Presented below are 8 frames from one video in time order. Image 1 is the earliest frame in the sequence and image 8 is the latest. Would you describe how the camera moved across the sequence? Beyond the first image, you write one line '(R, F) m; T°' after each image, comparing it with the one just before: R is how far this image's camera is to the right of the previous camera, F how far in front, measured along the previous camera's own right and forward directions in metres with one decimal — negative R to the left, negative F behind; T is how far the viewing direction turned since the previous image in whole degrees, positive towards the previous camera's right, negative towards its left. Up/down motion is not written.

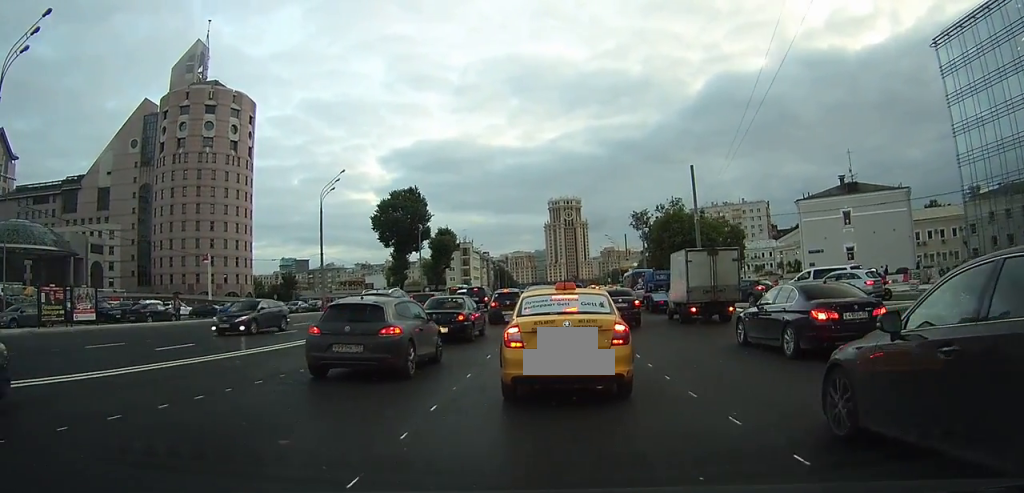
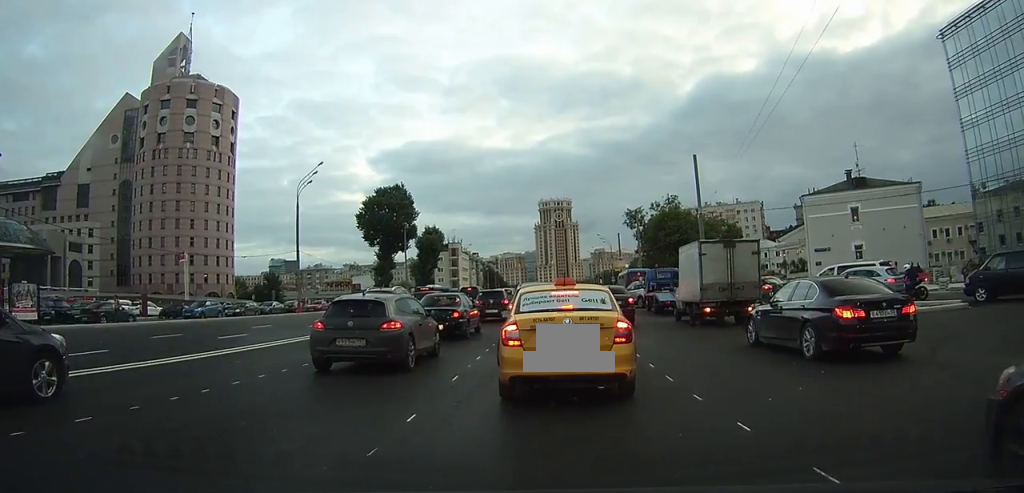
(-0.1, +3.9) m; -1°
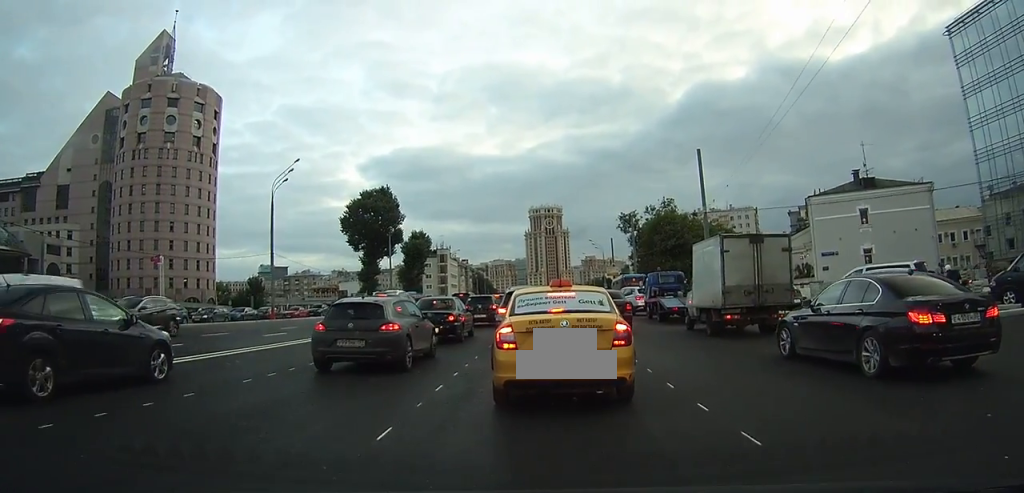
(0.0, +4.3) m; +3°
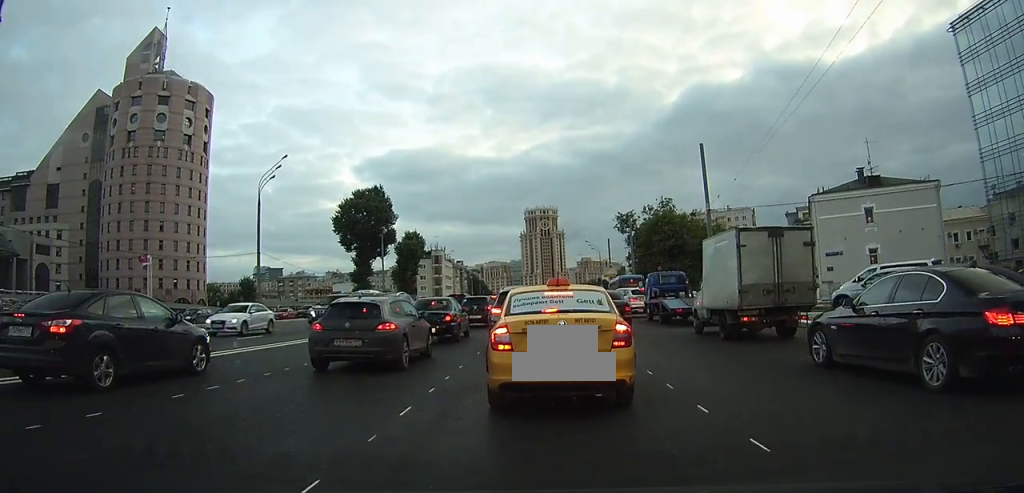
(0.0, +2.1) m; +3°
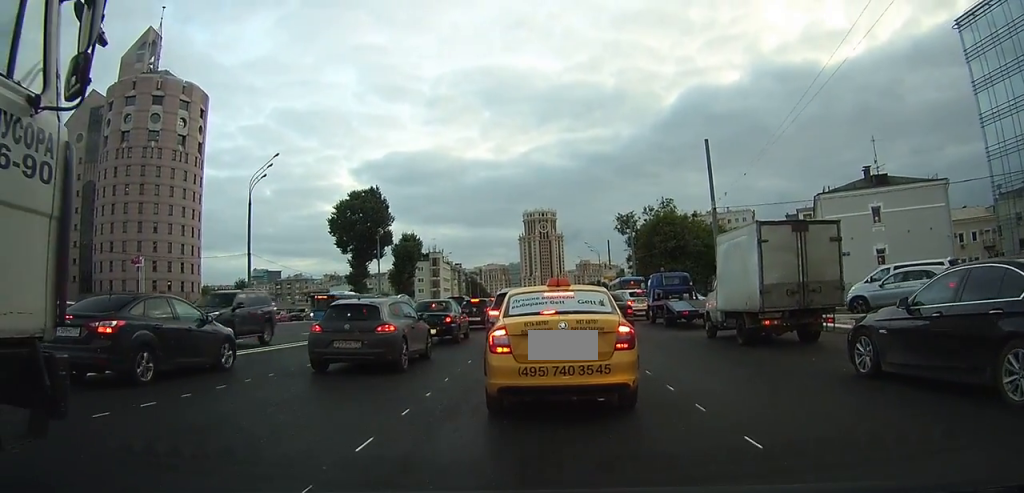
(+0.1, +1.8) m; +3°
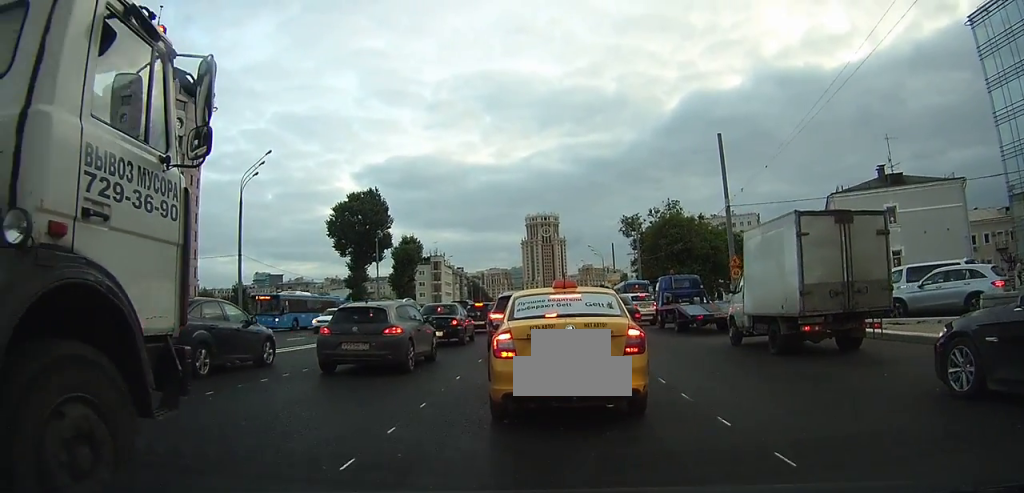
(+0.1, +2.6) m; +3°
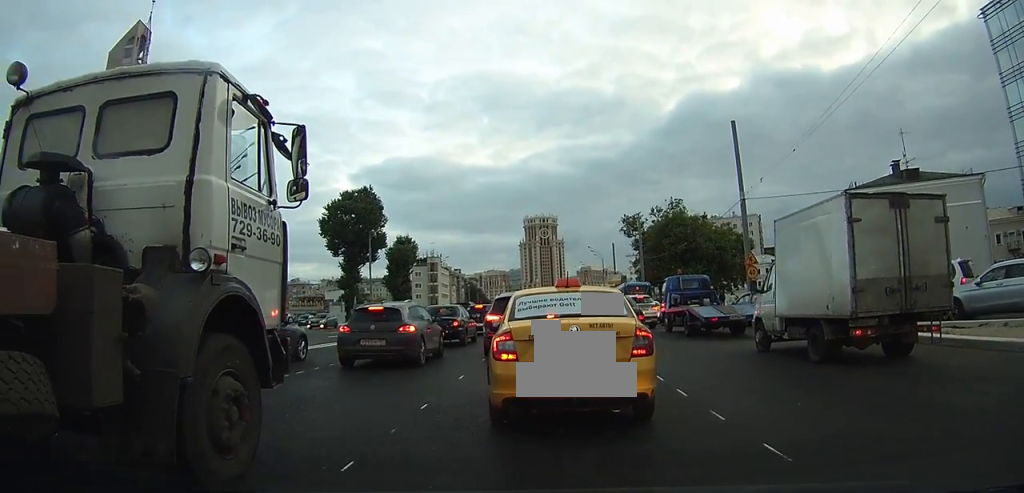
(+0.1, +3.4) m; +1°
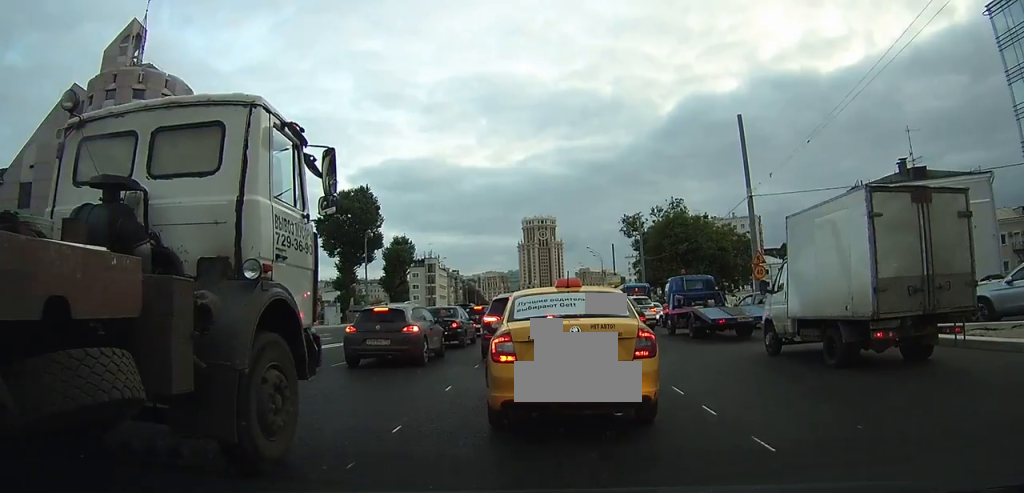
(0.0, +1.6) m; -2°
